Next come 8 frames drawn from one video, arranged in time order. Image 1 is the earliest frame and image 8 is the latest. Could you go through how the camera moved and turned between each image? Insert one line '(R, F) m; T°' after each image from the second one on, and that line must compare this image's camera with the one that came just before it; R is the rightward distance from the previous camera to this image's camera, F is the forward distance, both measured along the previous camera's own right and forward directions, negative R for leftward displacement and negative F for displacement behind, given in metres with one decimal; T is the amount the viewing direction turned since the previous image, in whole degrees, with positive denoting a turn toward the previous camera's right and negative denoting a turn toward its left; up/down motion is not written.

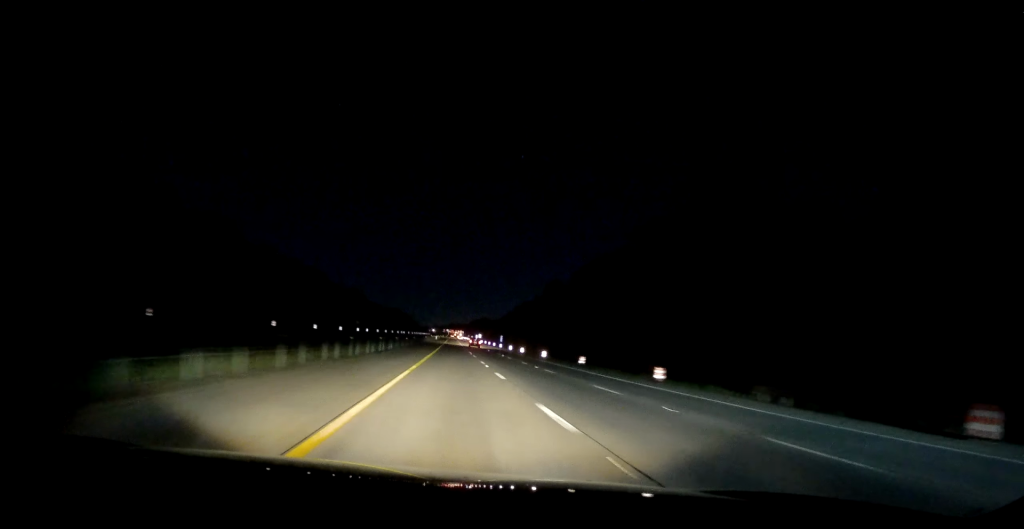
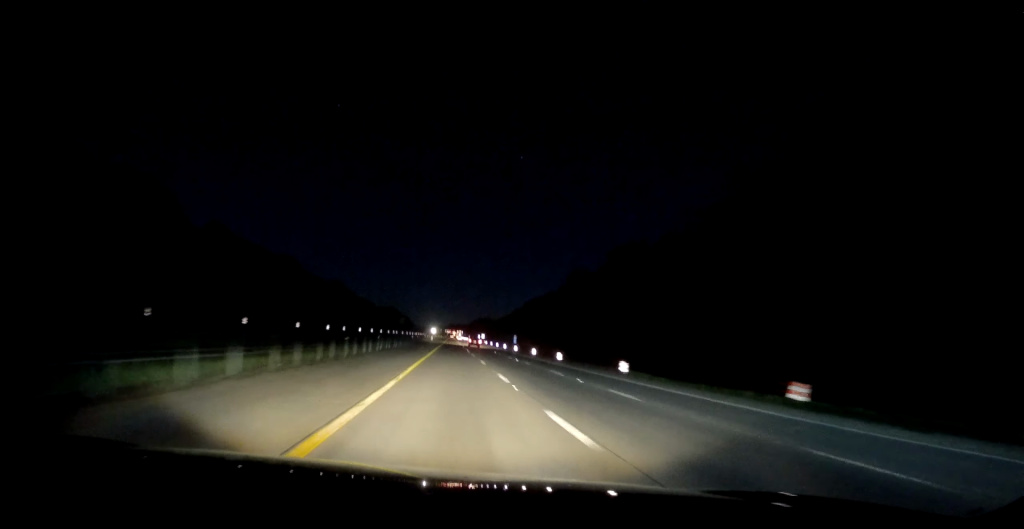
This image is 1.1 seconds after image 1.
(-0.1, +38.2) m; 0°
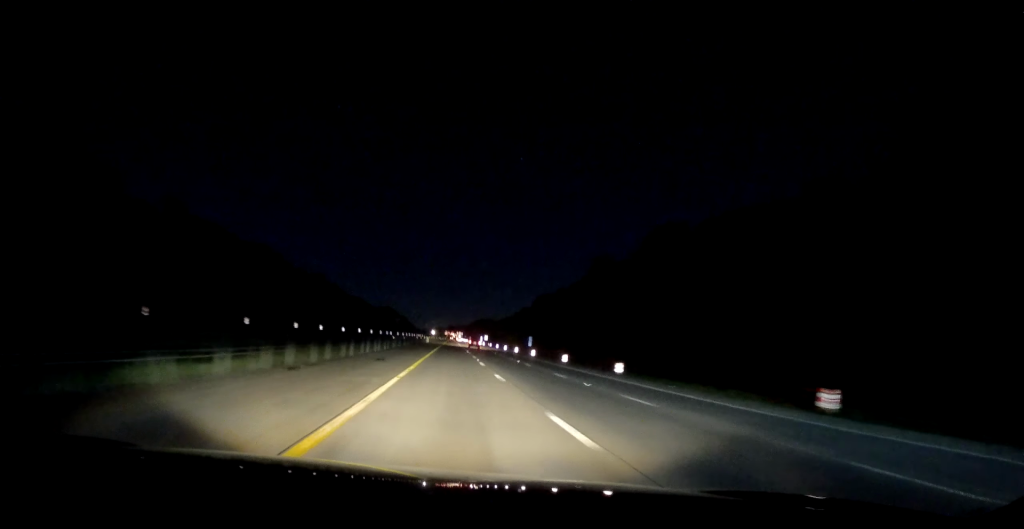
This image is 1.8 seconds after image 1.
(-0.1, +25.7) m; 0°
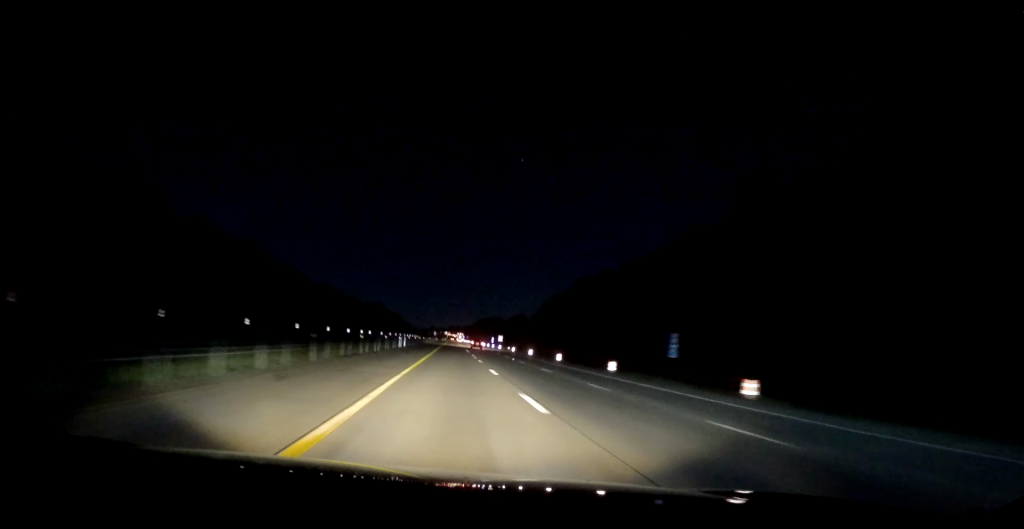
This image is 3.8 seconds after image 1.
(-0.1, +68.7) m; +1°
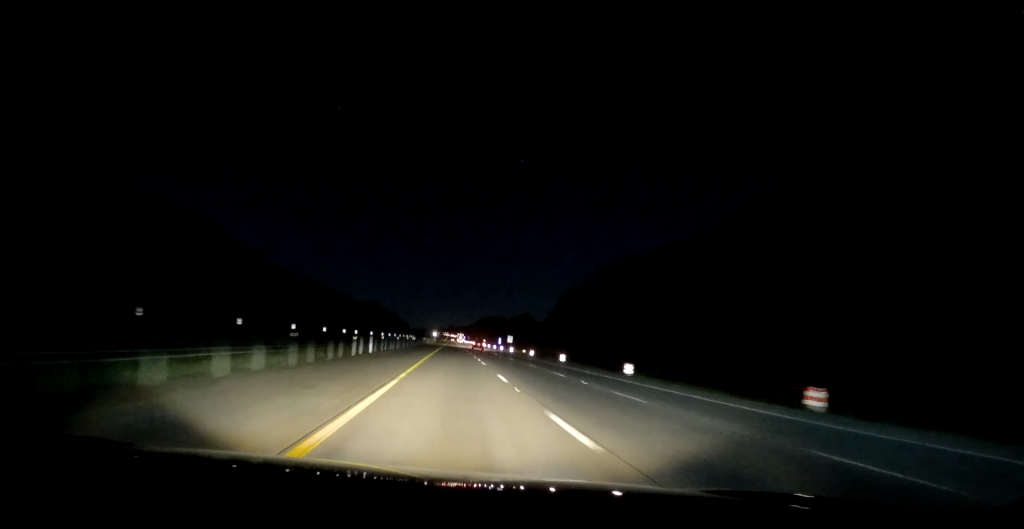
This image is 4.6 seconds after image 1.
(+0.4, +28.1) m; 0°
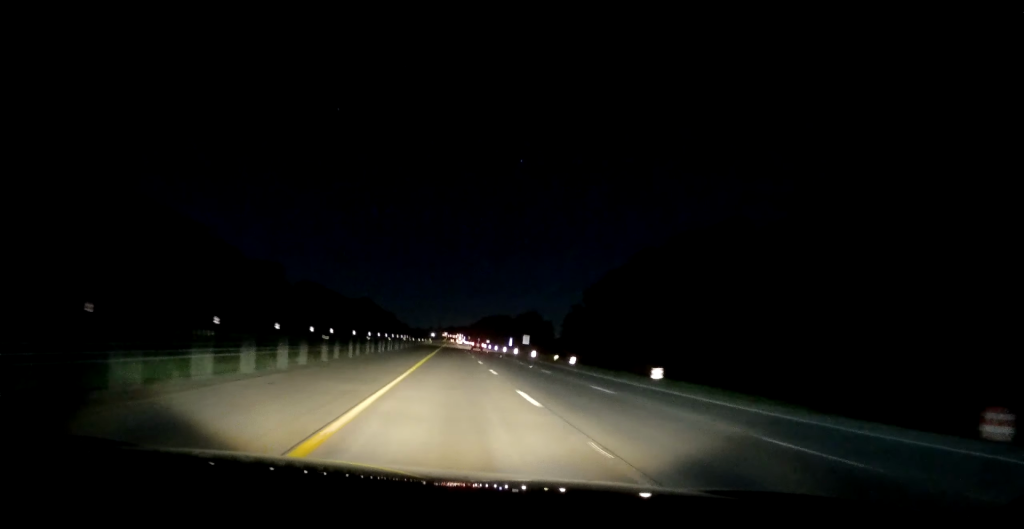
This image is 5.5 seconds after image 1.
(-0.2, +32.9) m; -1°
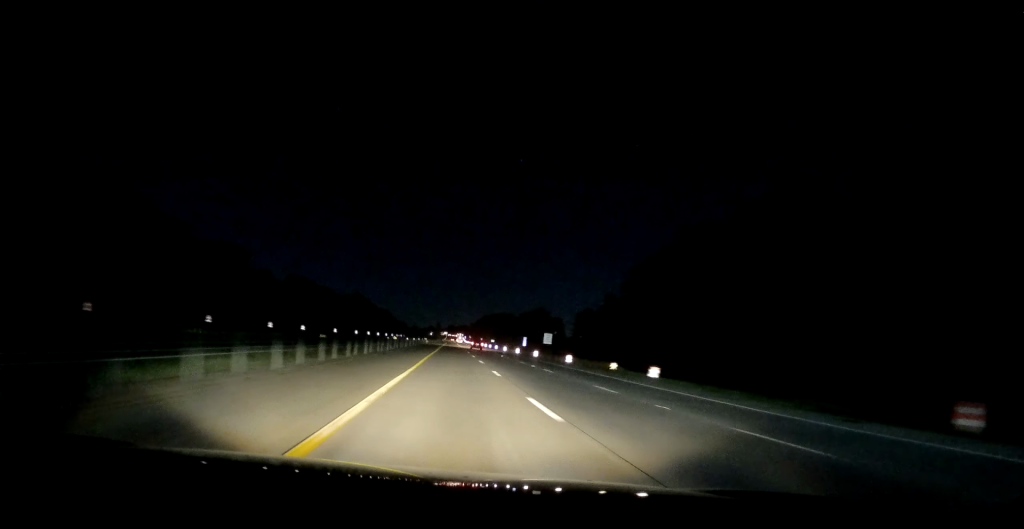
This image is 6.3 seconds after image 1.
(-0.1, +25.9) m; 0°
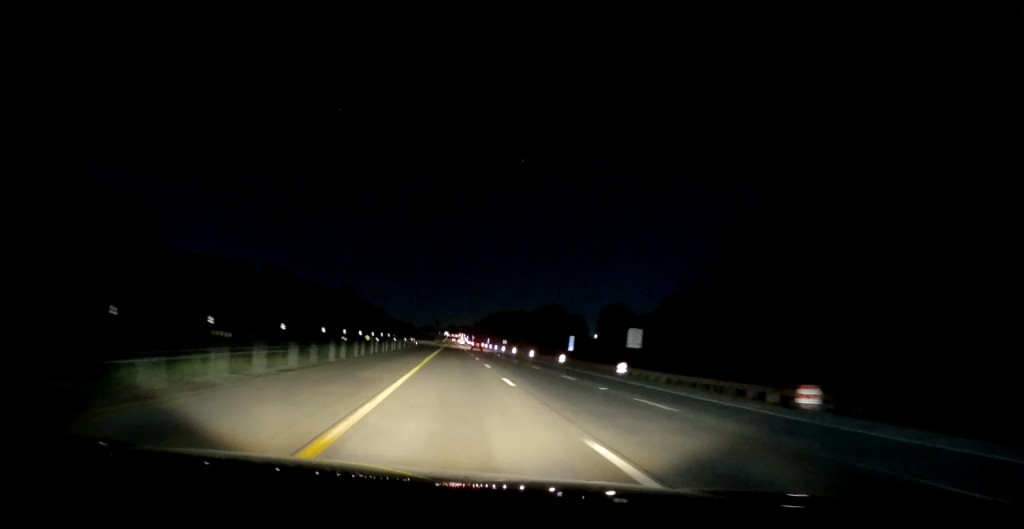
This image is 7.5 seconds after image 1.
(-0.2, +42.5) m; 0°
